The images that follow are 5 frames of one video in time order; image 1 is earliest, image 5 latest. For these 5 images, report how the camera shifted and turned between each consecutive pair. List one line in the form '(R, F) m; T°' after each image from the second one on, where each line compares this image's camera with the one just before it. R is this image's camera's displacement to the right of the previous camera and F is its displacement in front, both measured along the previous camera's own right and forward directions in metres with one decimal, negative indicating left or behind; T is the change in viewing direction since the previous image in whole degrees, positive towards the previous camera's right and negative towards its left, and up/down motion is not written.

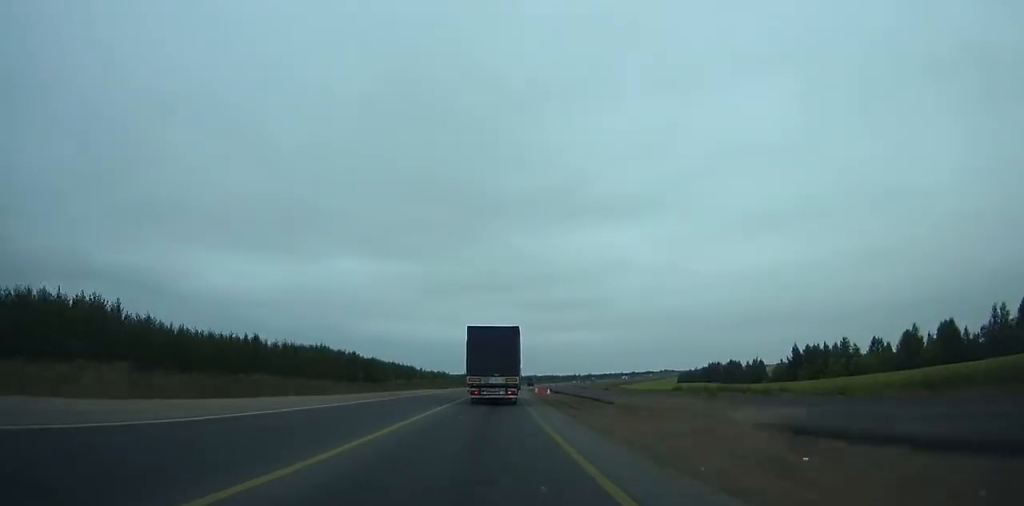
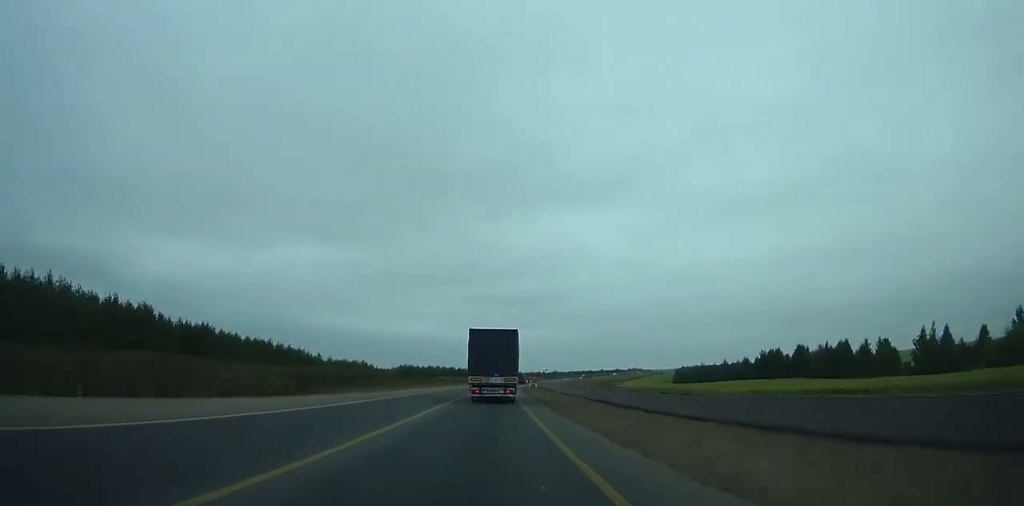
(+4.5, +123.7) m; +4°
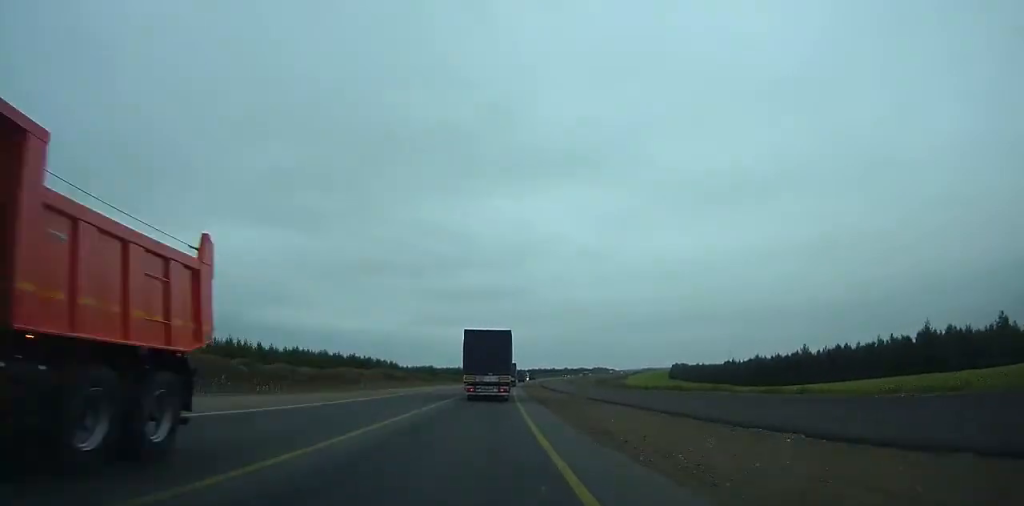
(+7.2, +174.8) m; +5°
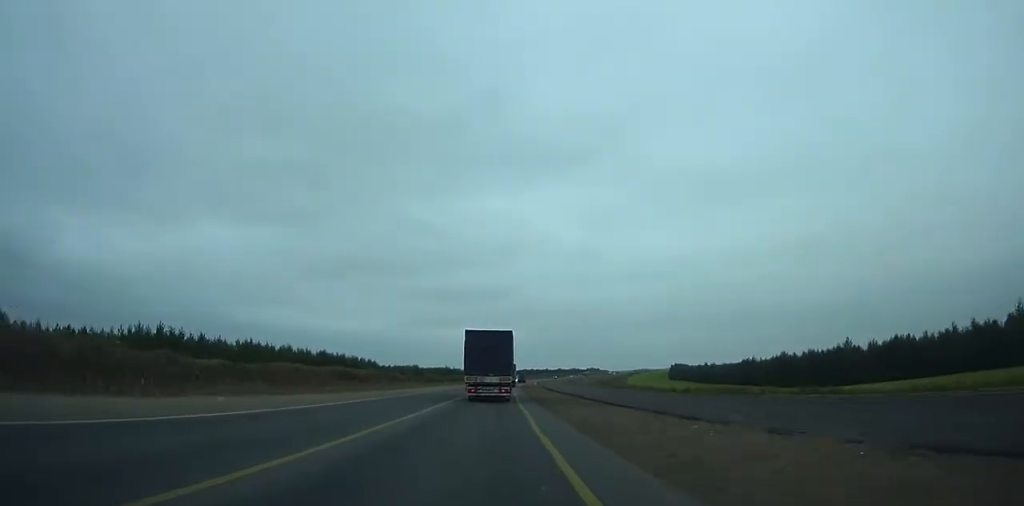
(+0.5, +31.3) m; +1°
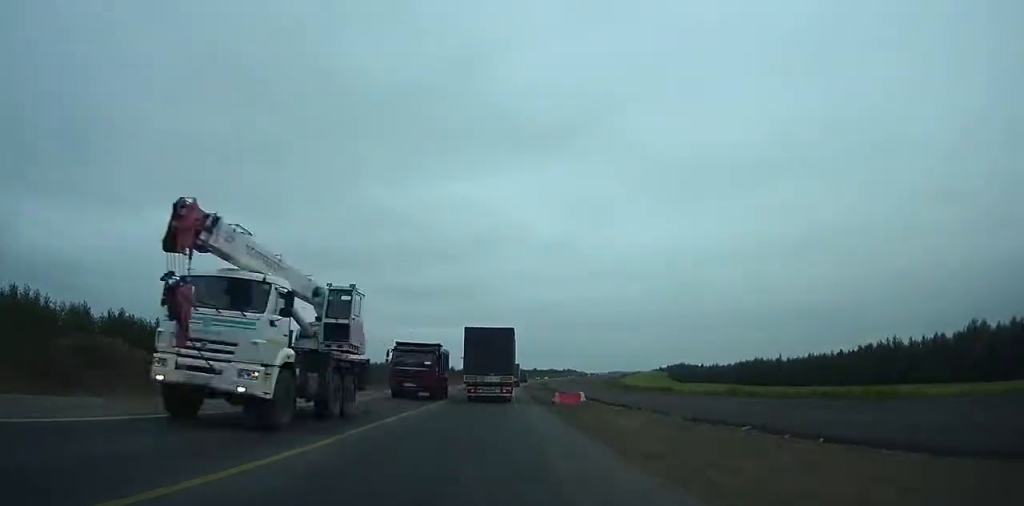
(+3.3, +108.7) m; +3°
